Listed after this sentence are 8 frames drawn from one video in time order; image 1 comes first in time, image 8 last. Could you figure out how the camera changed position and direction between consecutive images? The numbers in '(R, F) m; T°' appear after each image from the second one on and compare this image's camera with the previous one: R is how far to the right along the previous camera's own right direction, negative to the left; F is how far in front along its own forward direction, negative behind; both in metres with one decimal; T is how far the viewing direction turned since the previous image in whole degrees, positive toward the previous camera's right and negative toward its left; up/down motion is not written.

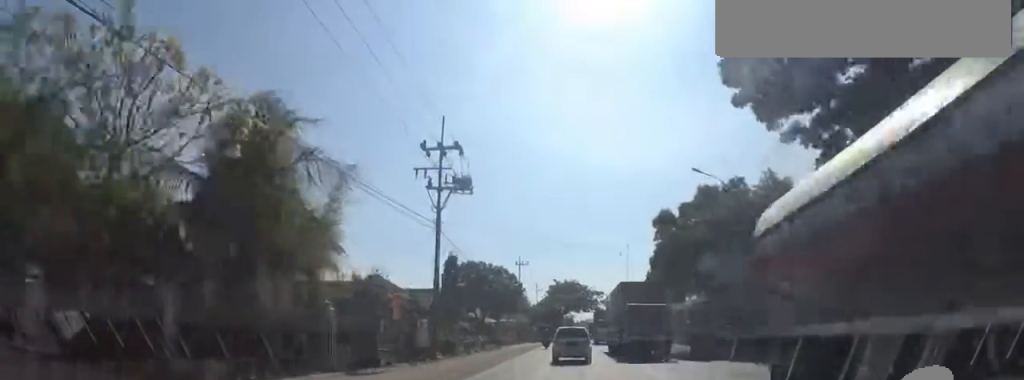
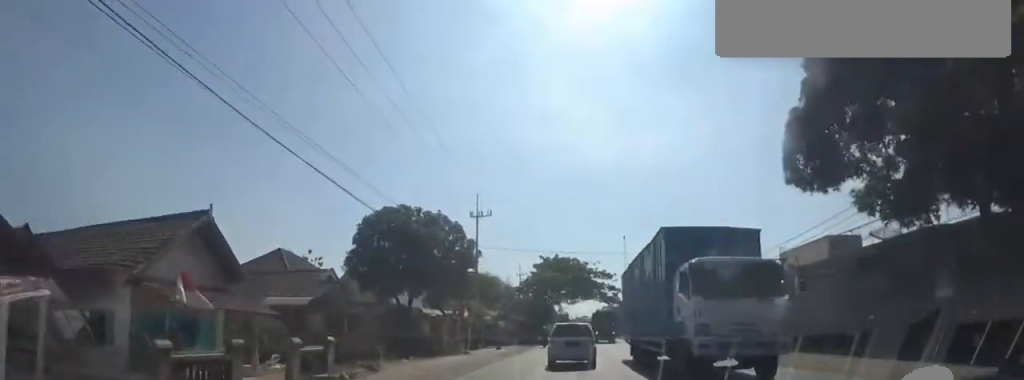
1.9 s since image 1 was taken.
(+0.3, +24.1) m; 0°
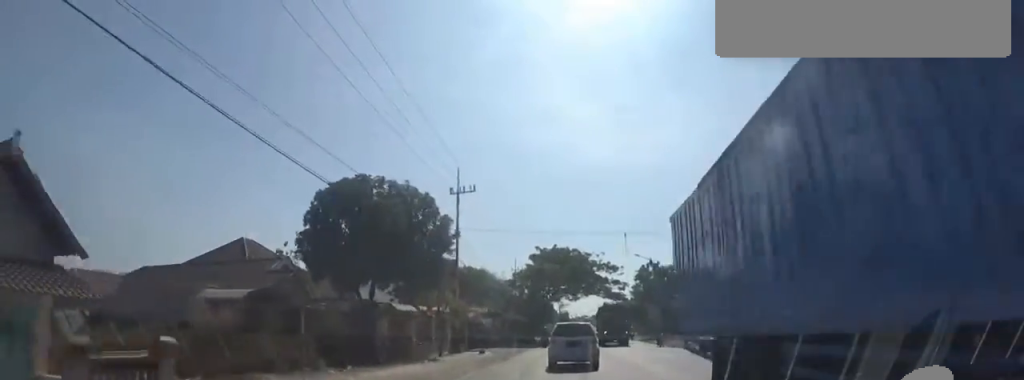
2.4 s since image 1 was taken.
(0.0, +6.3) m; 0°
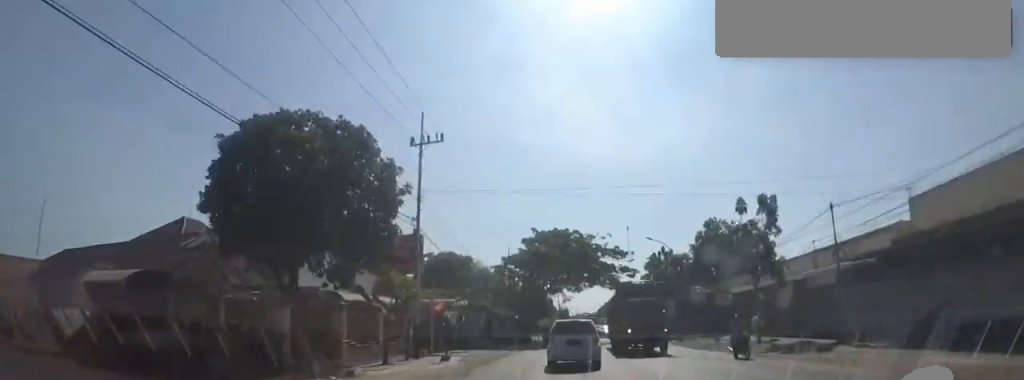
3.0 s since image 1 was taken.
(0.0, +7.9) m; 0°
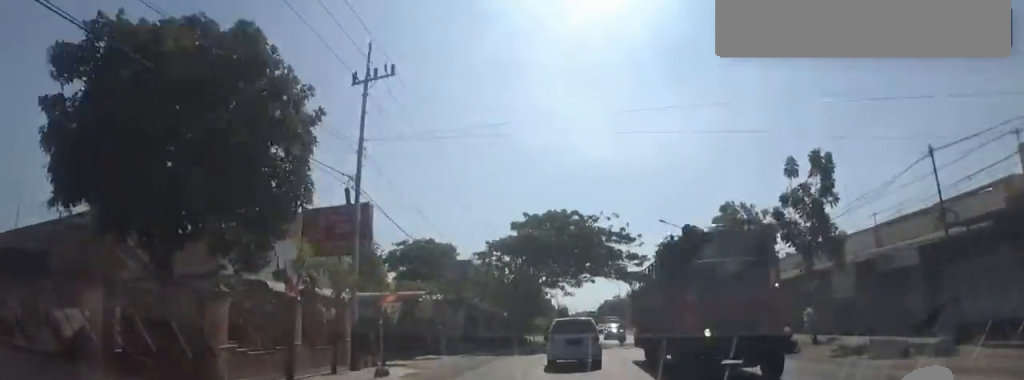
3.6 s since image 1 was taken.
(0.0, +6.5) m; +1°
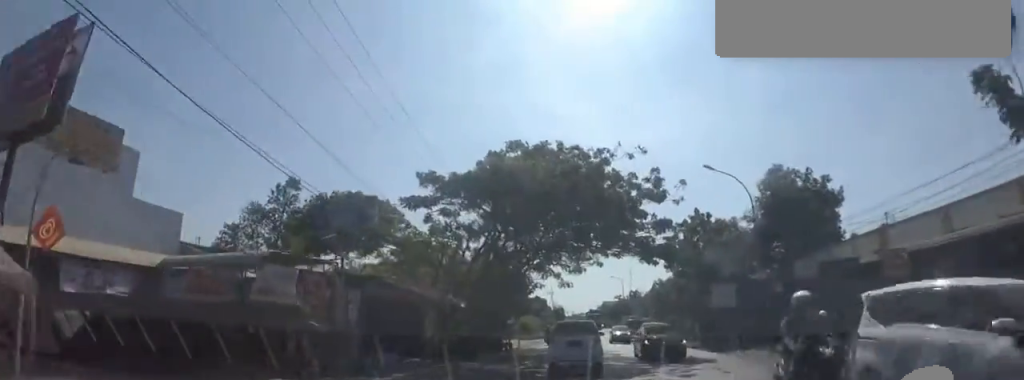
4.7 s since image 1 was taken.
(+0.2, +13.1) m; +1°
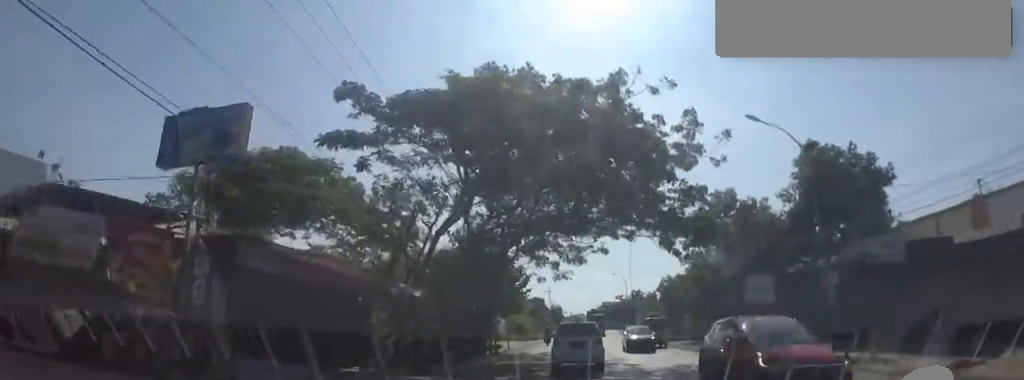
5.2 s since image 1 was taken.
(0.0, +6.3) m; -1°
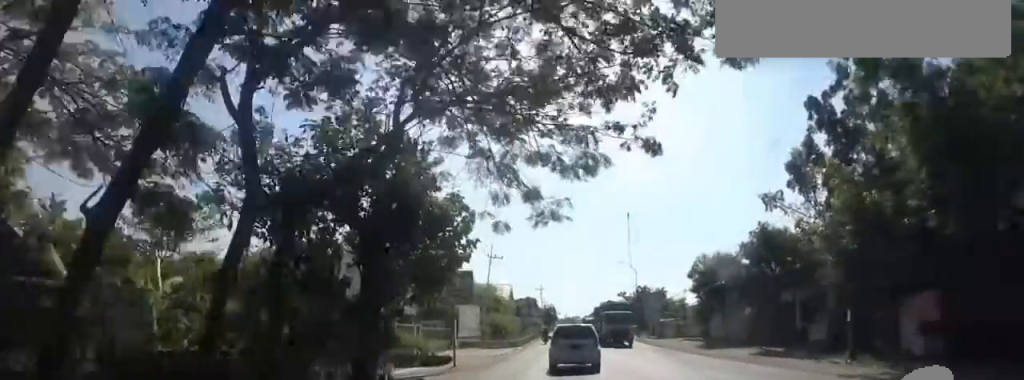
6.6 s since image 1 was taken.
(-0.5, +17.2) m; 0°
